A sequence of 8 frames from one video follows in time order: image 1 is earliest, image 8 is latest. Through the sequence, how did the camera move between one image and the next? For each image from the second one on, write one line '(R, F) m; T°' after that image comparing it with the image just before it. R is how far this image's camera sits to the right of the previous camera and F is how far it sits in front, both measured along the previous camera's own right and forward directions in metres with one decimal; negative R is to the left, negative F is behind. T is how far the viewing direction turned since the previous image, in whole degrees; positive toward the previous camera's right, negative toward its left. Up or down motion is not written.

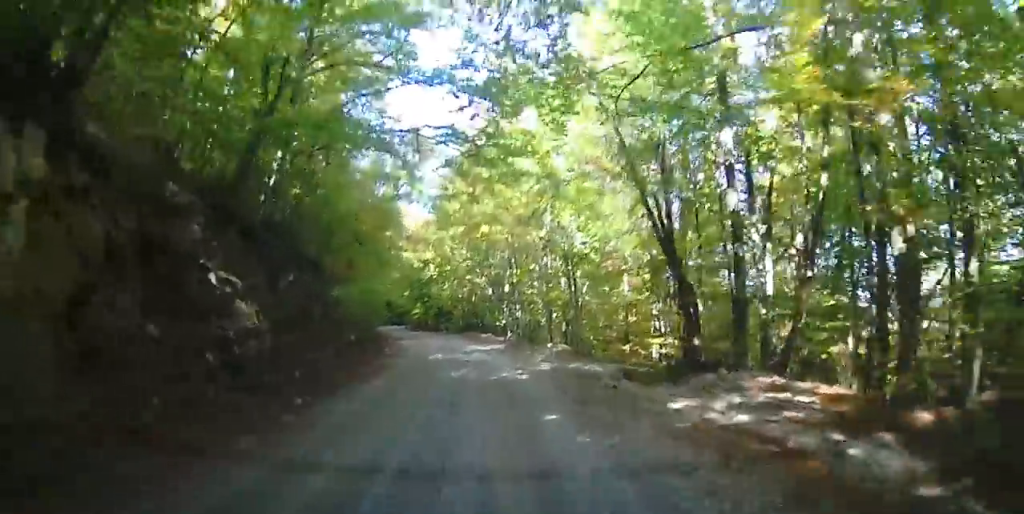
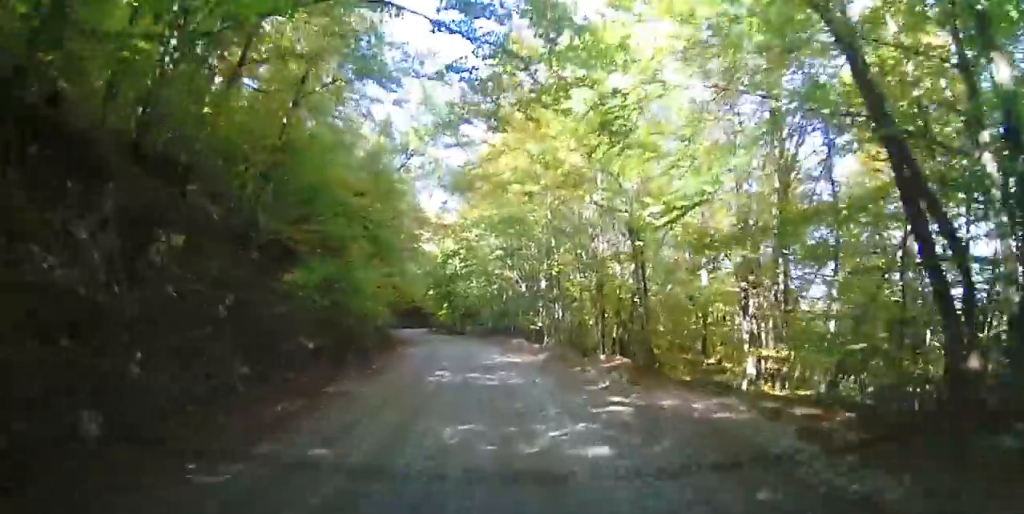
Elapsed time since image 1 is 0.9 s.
(0.0, +6.7) m; -6°
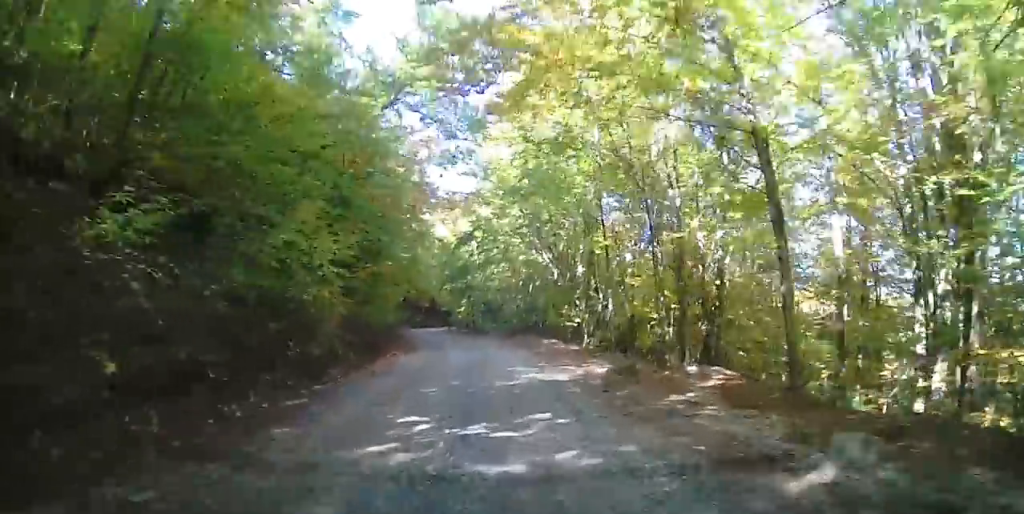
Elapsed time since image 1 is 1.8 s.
(-0.7, +7.1) m; -6°
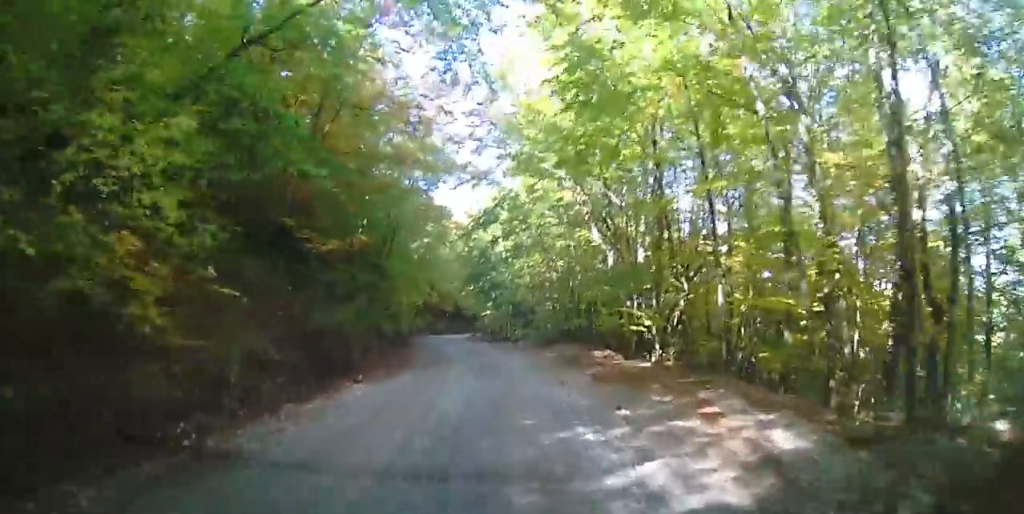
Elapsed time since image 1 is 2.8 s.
(-0.1, +7.7) m; -1°
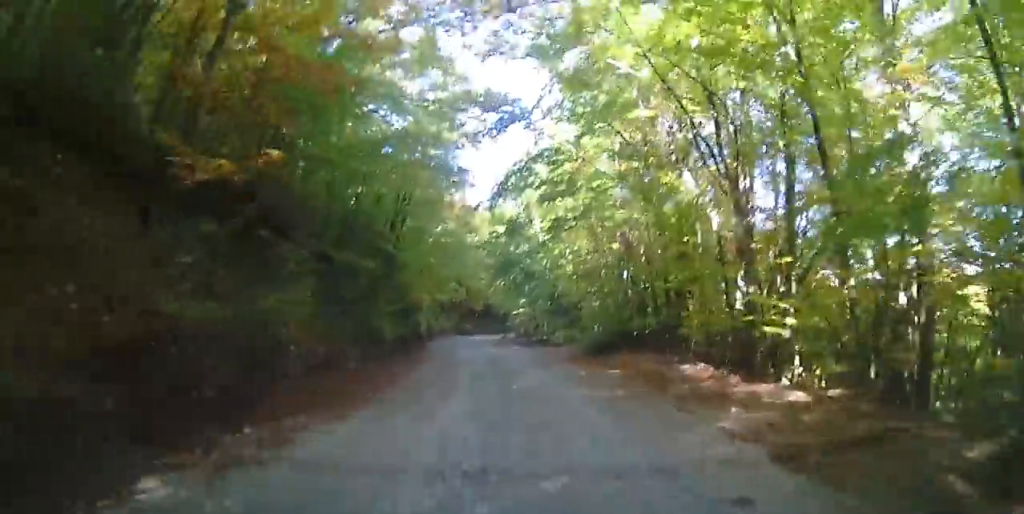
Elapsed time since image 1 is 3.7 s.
(0.0, +7.3) m; -4°
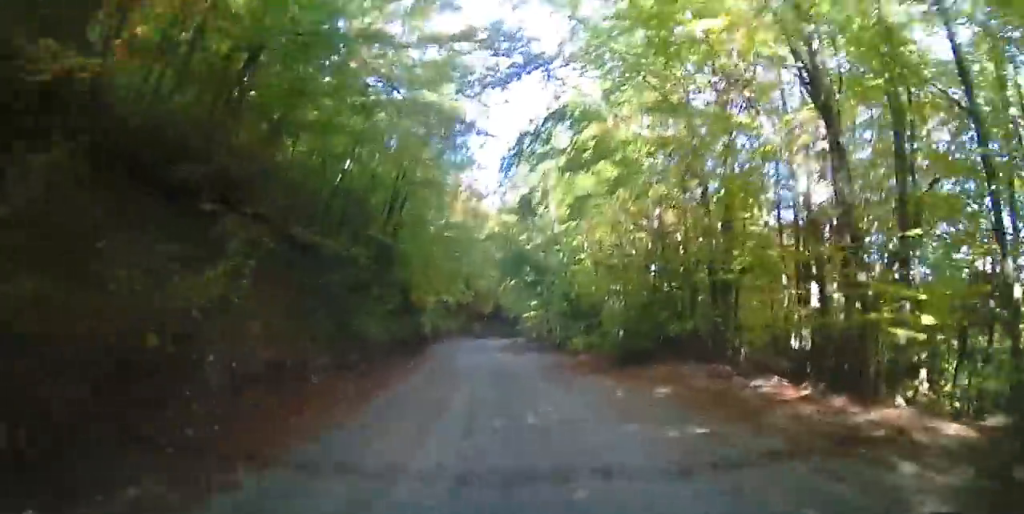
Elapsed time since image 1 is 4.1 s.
(0.0, +3.6) m; -1°
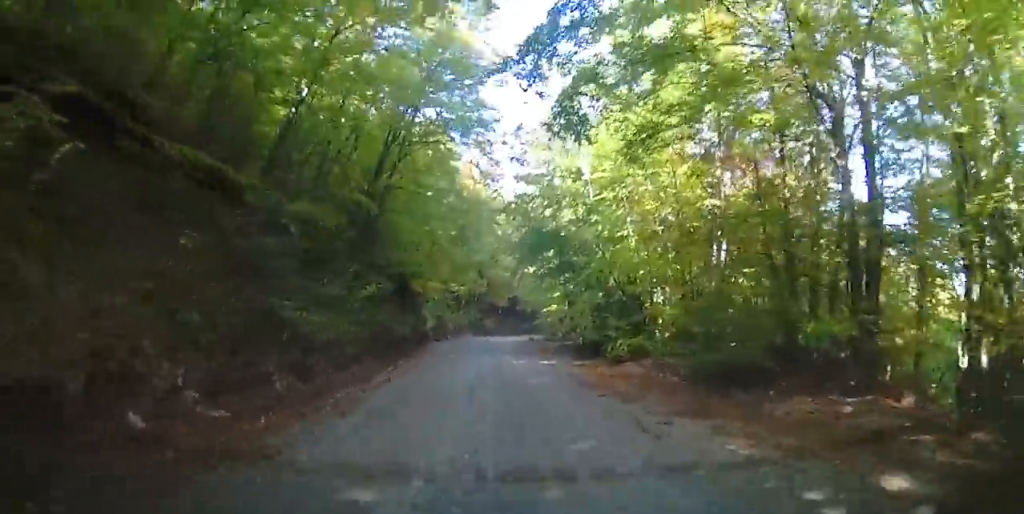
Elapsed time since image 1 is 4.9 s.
(-0.7, +6.5) m; +2°
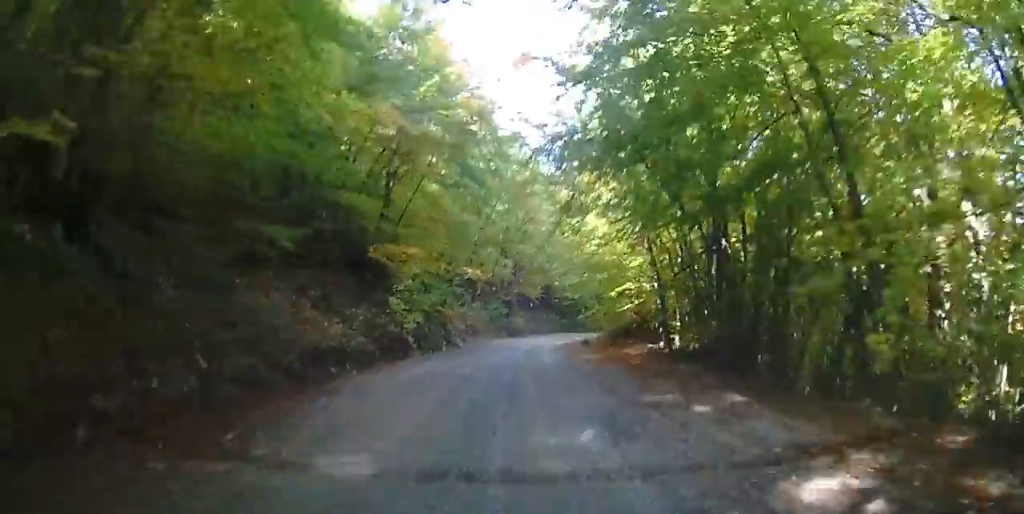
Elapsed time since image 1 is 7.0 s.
(+1.4, +18.1) m; +4°
